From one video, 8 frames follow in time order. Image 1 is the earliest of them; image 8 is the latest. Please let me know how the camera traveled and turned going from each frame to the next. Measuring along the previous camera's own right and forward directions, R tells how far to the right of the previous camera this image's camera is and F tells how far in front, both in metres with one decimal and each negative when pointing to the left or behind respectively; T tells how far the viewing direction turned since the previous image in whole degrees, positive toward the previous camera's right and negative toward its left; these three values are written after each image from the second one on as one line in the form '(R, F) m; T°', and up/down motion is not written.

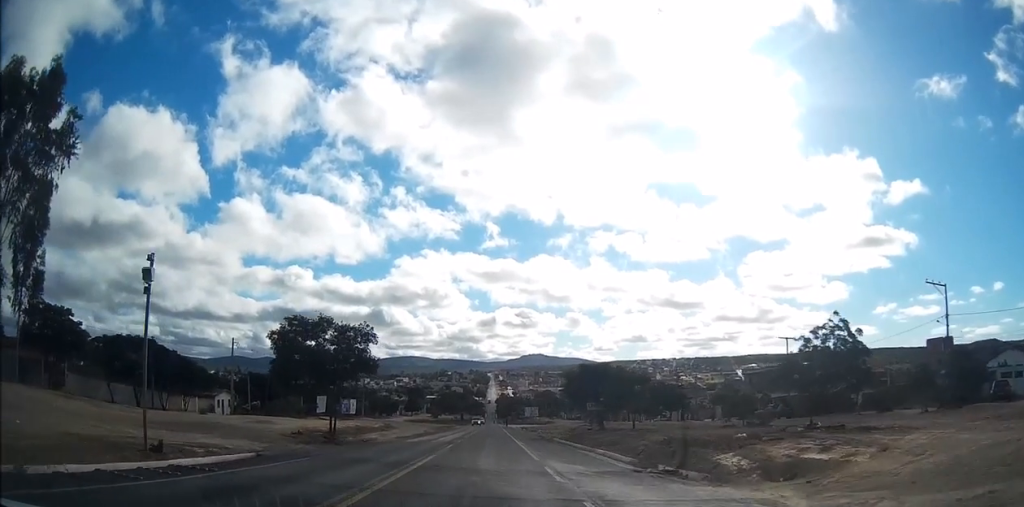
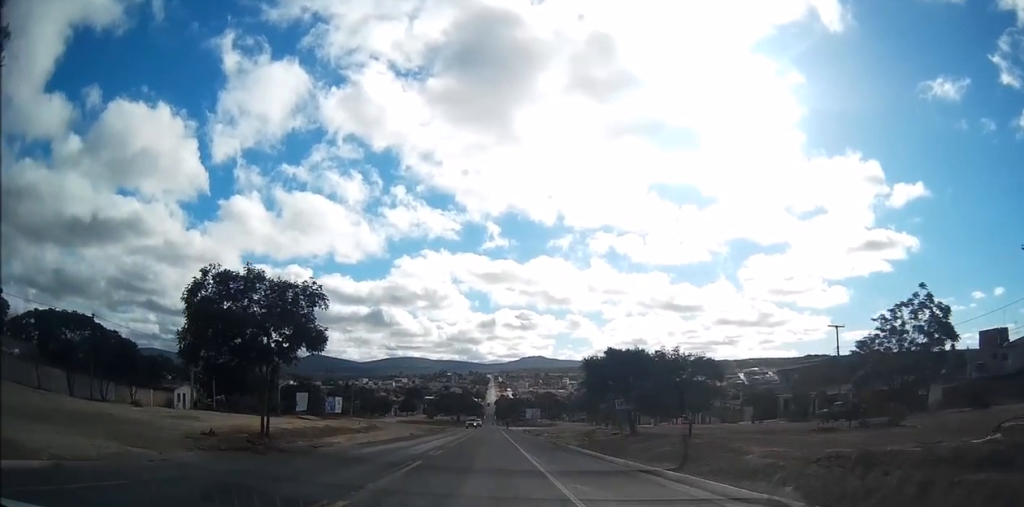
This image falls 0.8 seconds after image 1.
(0.0, +11.4) m; -1°
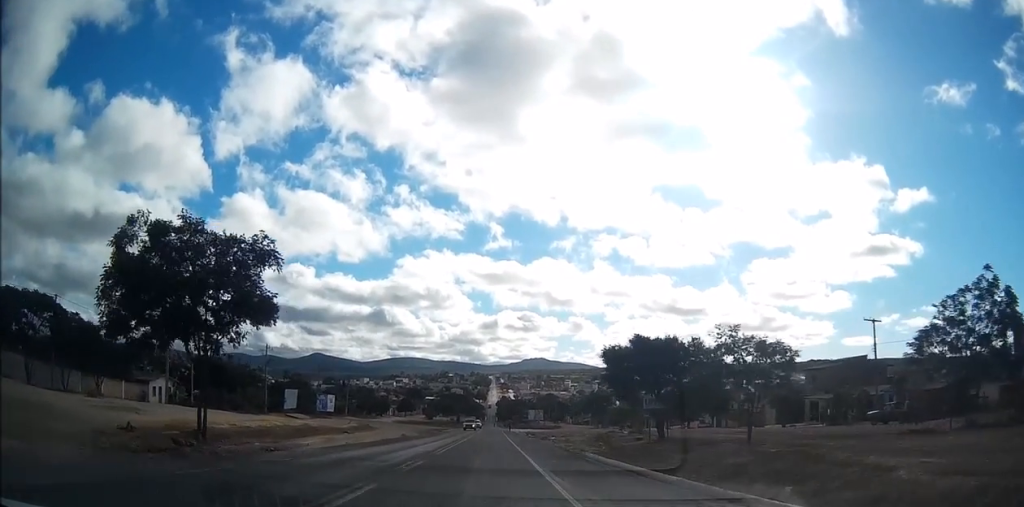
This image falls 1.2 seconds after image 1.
(0.0, +6.3) m; 0°
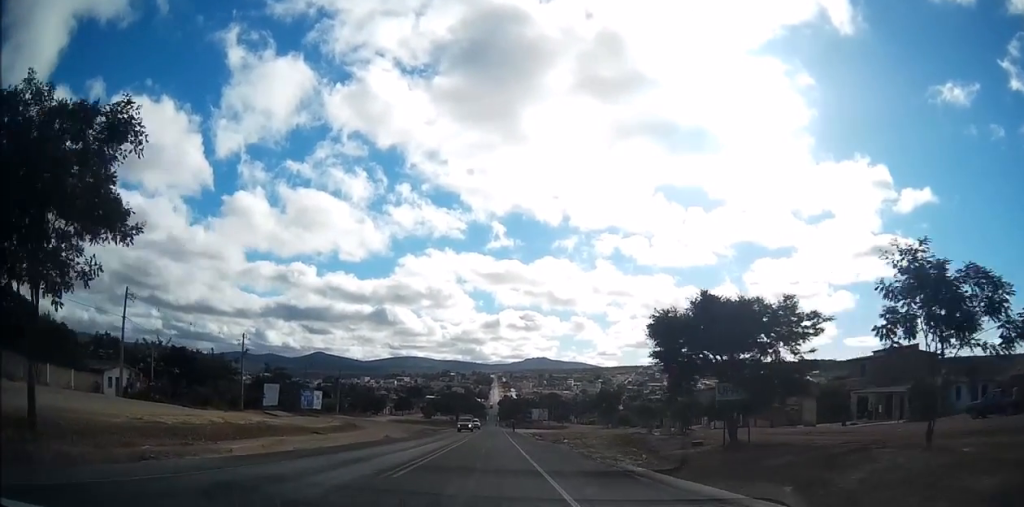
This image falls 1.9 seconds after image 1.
(0.0, +9.6) m; 0°
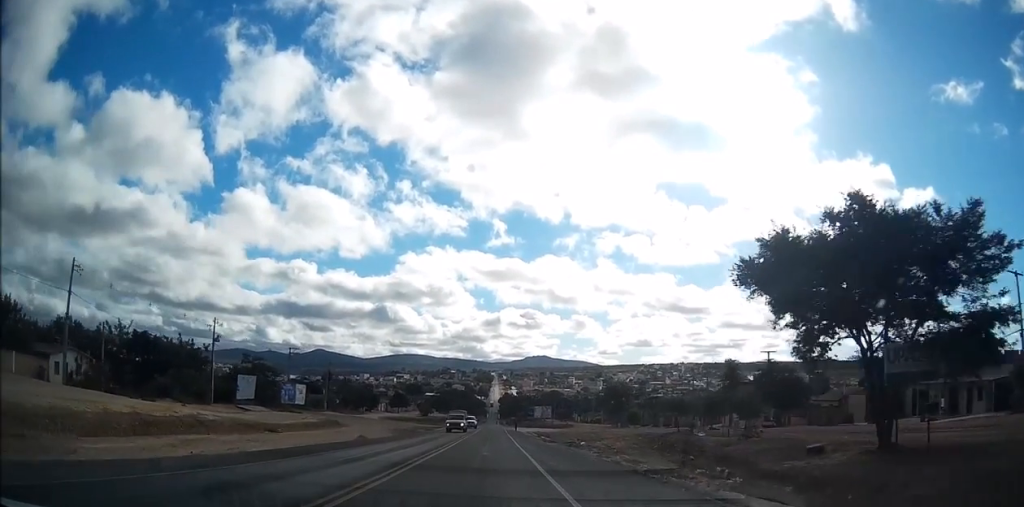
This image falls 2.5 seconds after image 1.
(0.0, +9.2) m; 0°
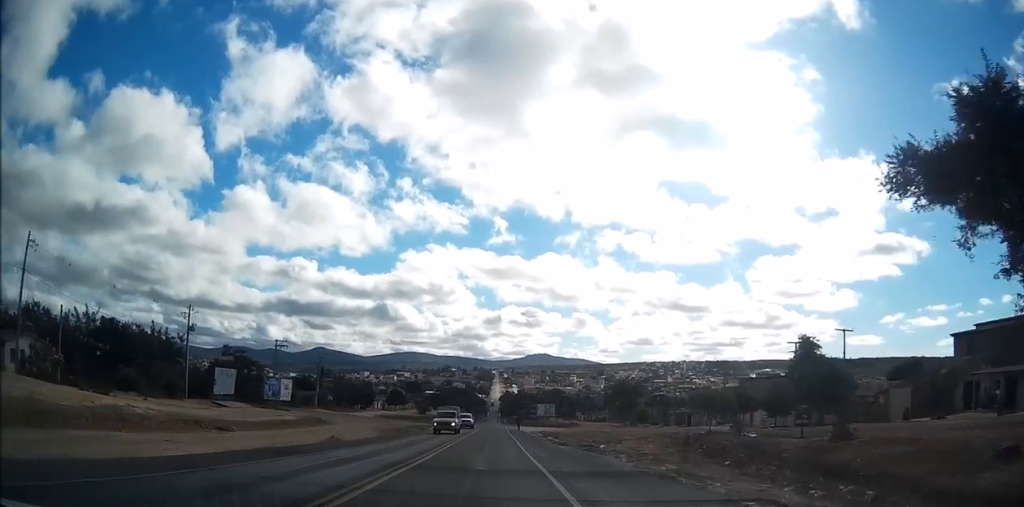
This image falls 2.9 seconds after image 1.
(0.0, +6.9) m; 0°
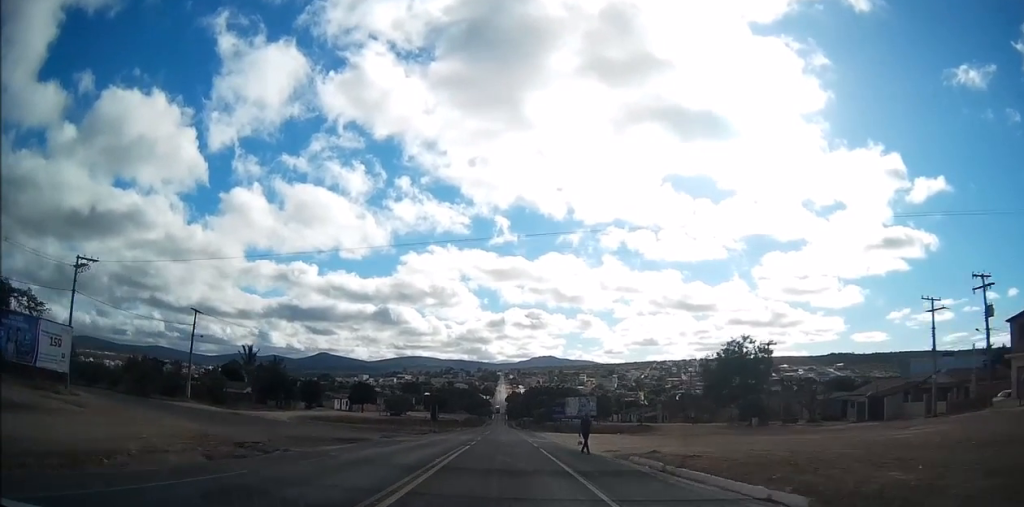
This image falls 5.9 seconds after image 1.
(-0.5, +52.0) m; -1°
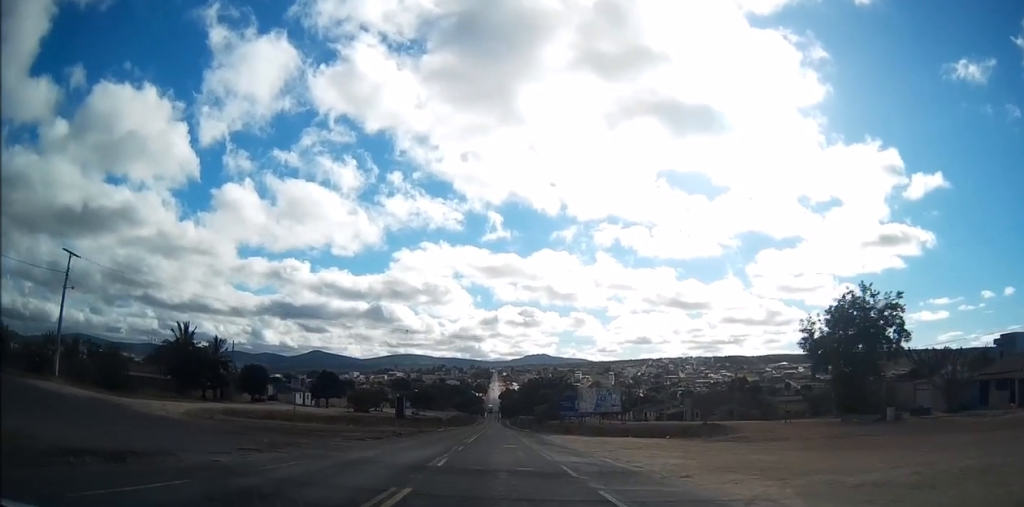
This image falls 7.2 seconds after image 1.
(+0.1, +23.2) m; 0°
